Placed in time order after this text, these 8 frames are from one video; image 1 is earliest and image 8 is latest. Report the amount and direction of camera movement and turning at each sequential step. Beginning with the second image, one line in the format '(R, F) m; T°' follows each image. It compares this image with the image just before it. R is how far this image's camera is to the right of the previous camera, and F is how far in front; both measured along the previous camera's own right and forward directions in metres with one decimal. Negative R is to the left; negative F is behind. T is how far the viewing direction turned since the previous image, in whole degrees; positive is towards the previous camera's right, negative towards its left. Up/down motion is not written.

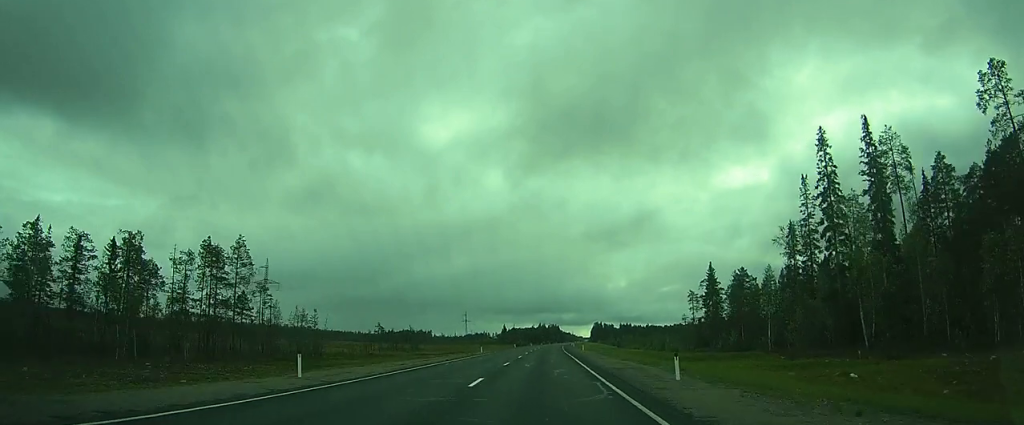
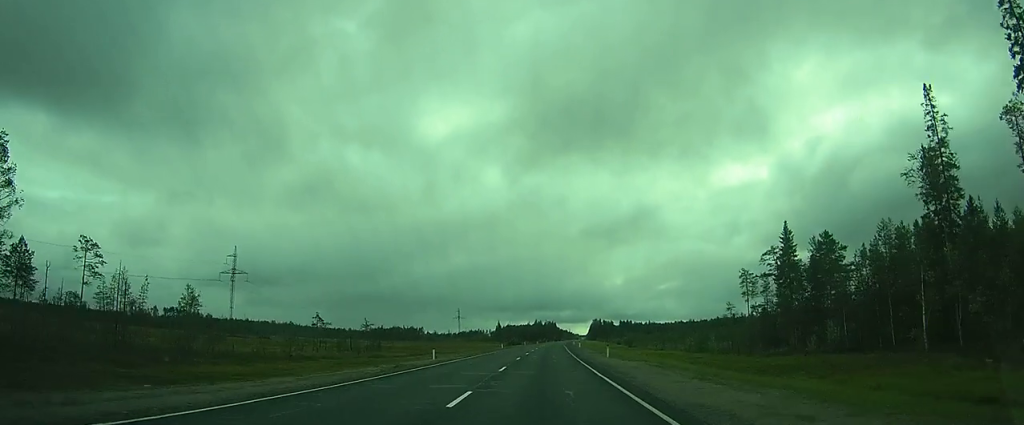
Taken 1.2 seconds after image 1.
(+0.1, +27.7) m; +1°
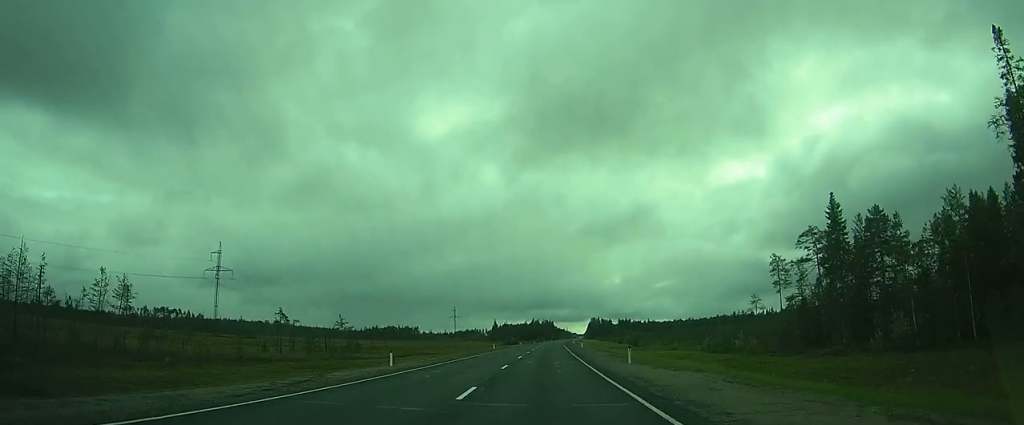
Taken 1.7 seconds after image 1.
(0.0, +10.5) m; 0°
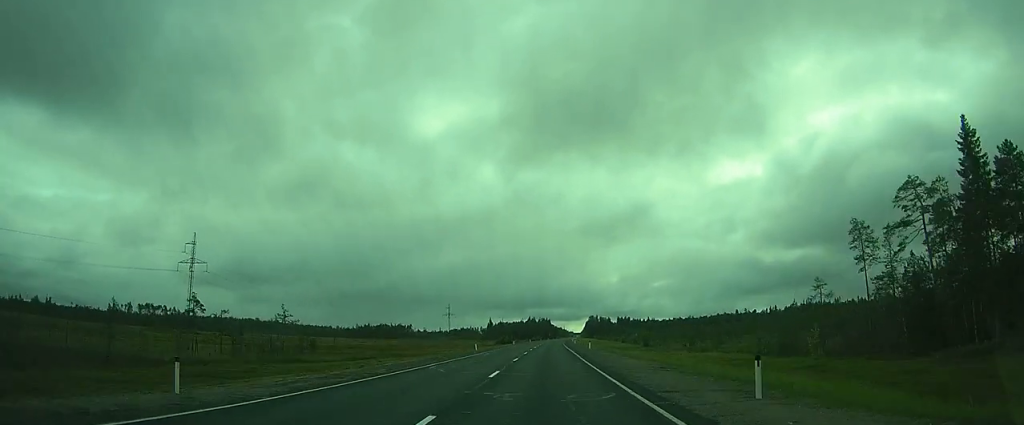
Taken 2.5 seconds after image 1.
(+0.1, +17.2) m; 0°
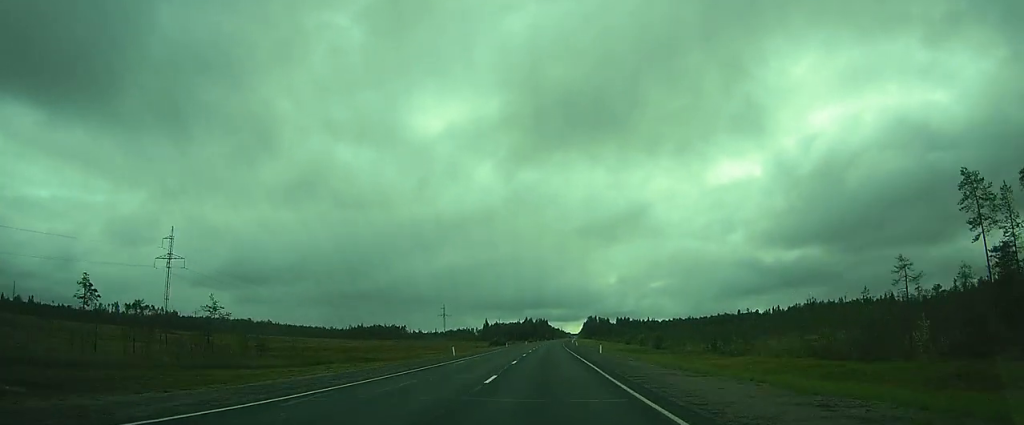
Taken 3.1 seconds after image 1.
(0.0, +13.4) m; 0°
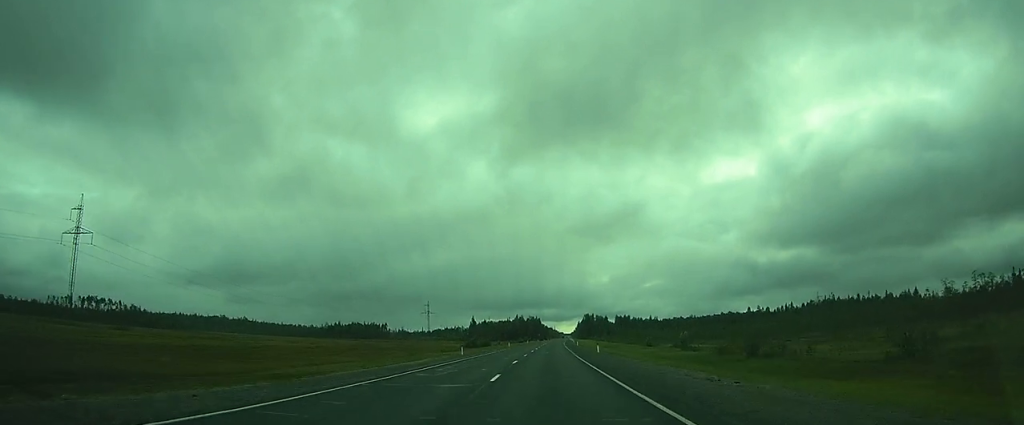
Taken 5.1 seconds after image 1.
(+0.3, +45.6) m; +1°
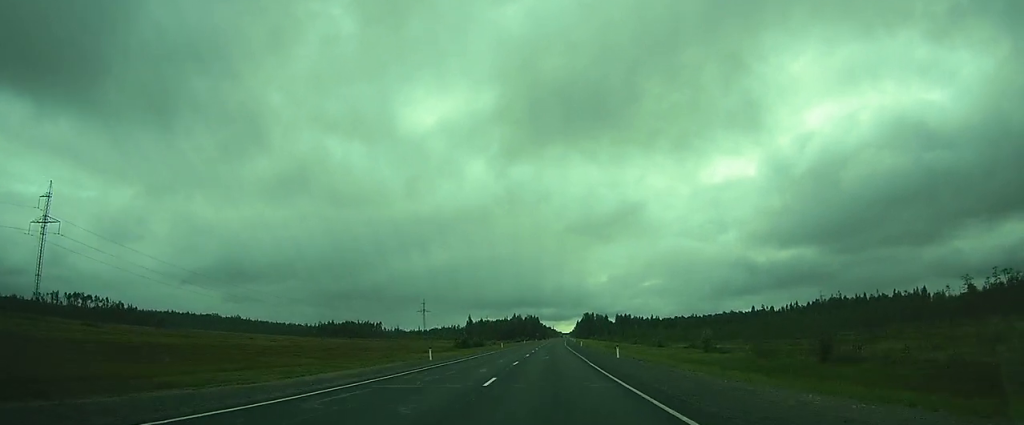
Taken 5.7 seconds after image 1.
(+0.3, +13.4) m; 0°
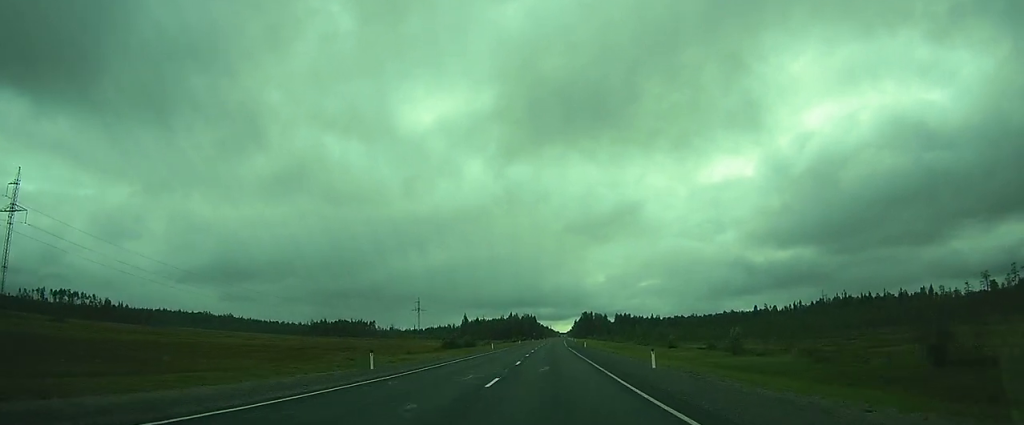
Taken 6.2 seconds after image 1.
(-0.3, +11.9) m; -1°
